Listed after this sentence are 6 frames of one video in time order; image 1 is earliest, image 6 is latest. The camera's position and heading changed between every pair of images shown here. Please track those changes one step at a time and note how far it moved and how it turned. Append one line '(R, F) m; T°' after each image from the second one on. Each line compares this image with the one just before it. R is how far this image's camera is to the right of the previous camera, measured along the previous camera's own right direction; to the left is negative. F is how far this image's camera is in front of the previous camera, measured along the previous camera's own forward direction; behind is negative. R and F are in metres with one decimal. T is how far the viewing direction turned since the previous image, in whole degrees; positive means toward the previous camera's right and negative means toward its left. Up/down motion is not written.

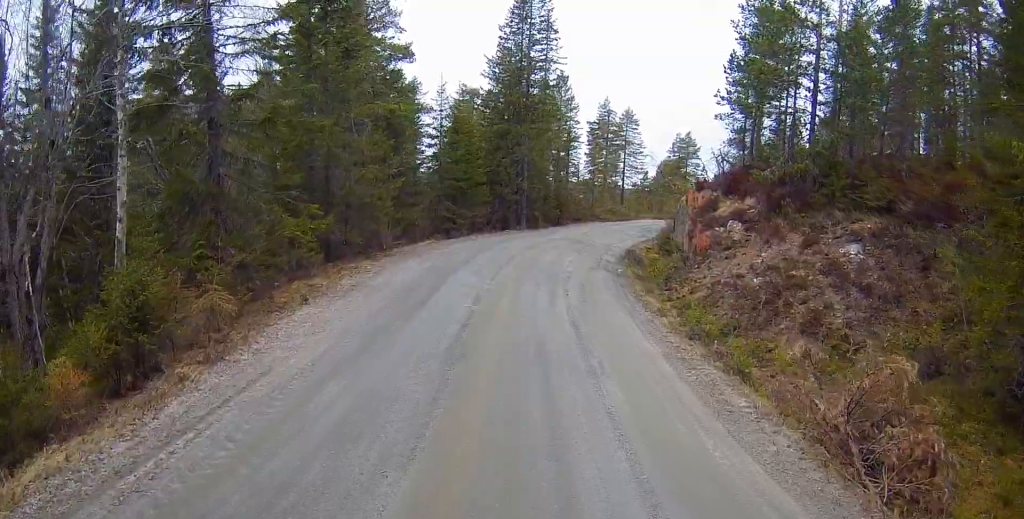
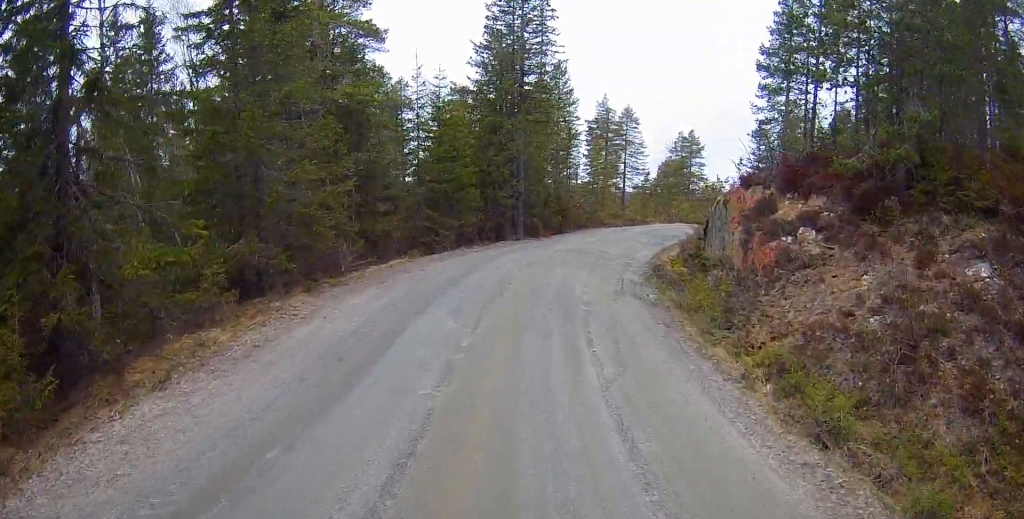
(+0.6, +3.7) m; +11°
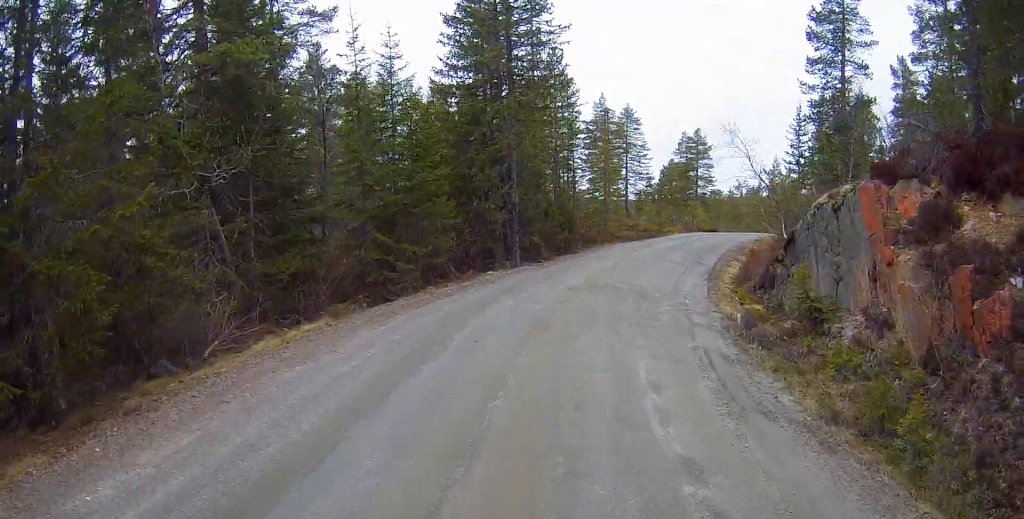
(-0.1, +5.3) m; -9°
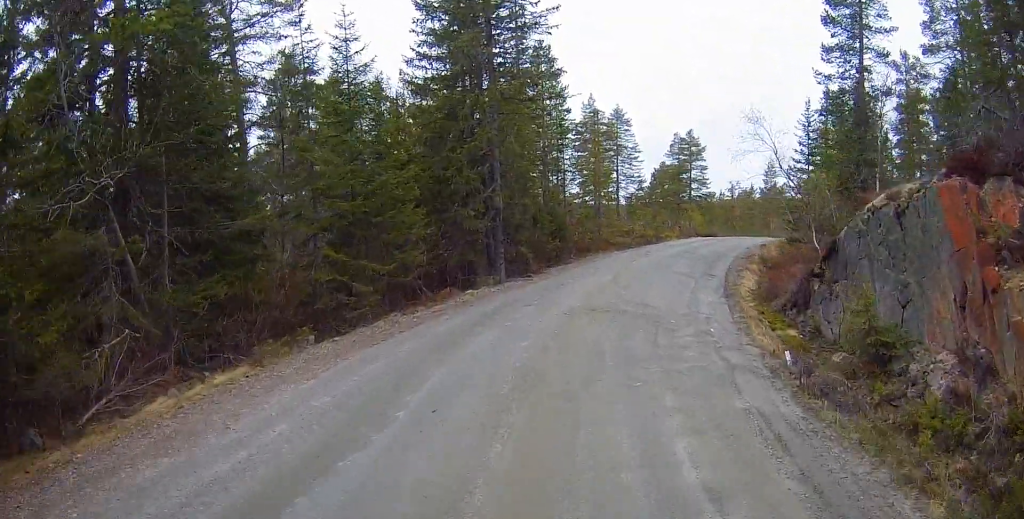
(-0.1, +2.3) m; -3°
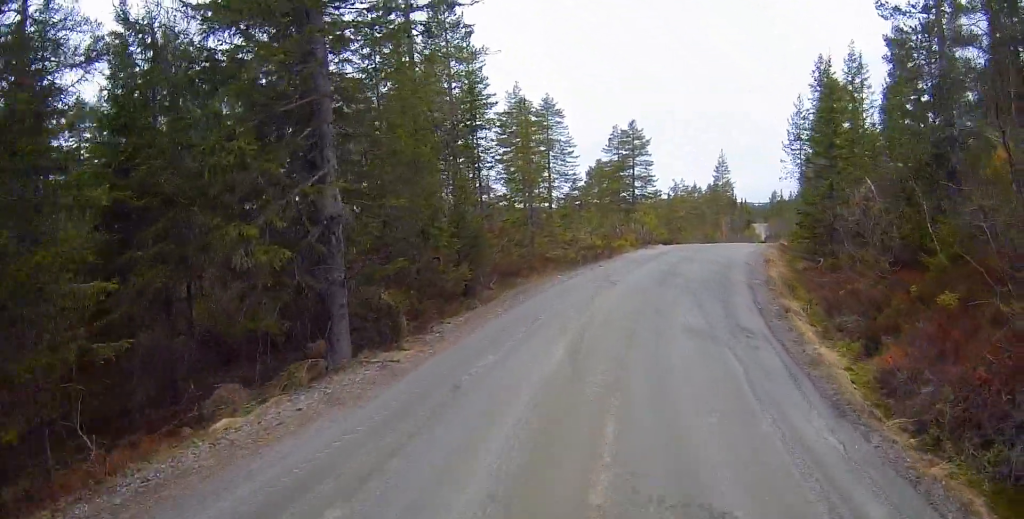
(-0.1, +8.8) m; +9°
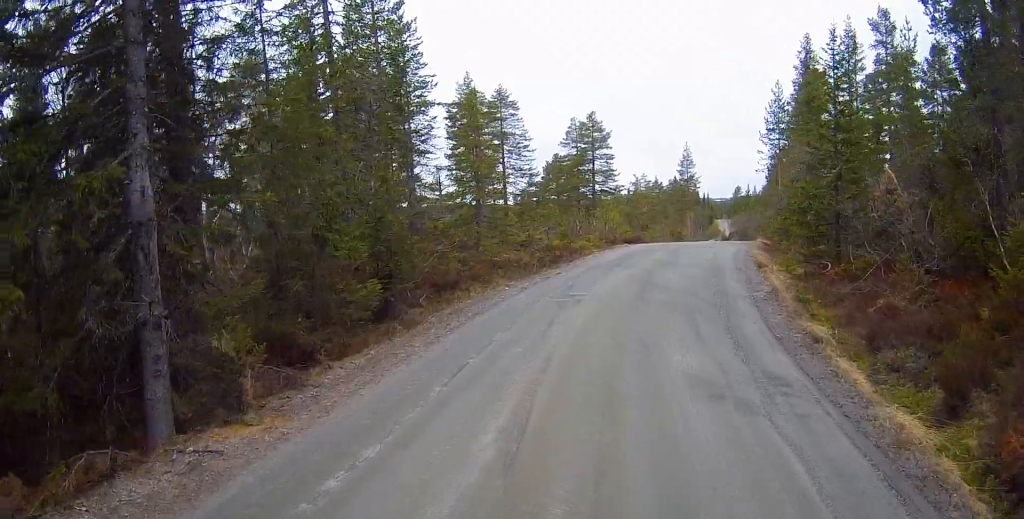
(+0.6, +3.7) m; +5°
